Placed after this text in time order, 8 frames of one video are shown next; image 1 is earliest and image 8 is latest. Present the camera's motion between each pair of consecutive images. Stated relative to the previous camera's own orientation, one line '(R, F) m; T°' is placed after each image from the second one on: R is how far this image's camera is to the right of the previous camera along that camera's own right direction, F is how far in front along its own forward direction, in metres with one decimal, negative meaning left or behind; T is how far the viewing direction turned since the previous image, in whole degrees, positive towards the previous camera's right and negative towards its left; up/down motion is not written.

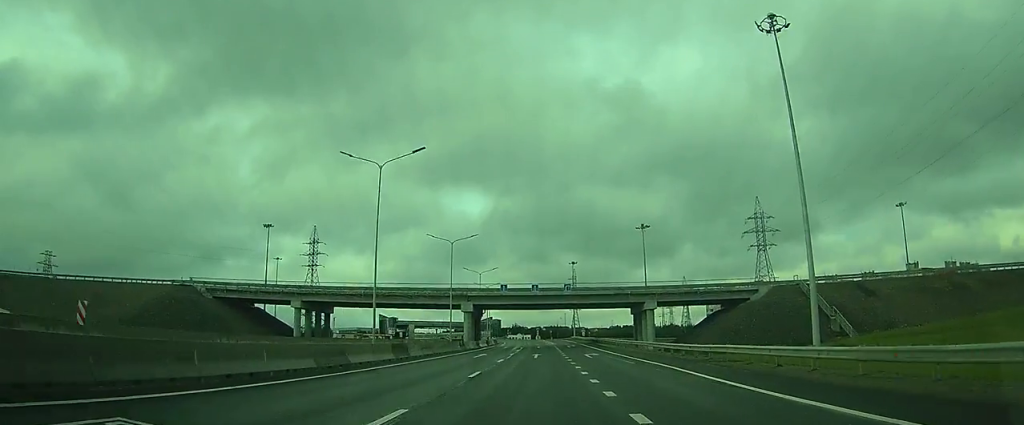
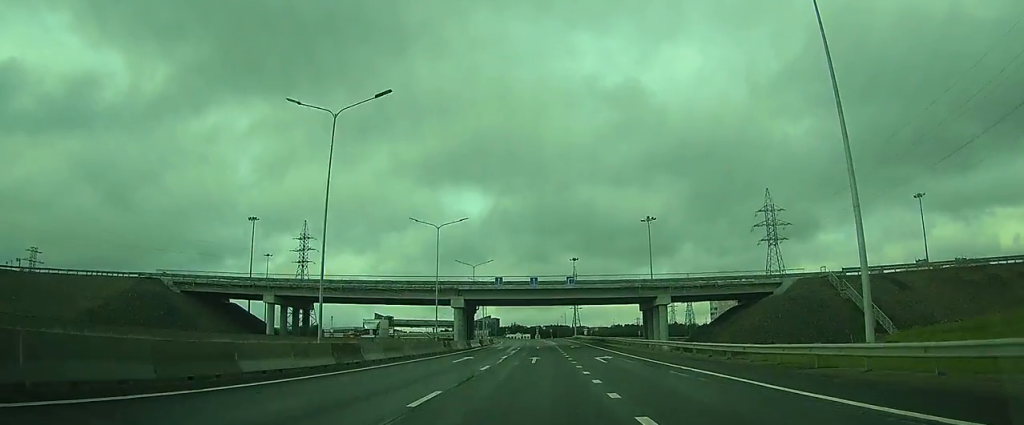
(0.0, +9.0) m; 0°
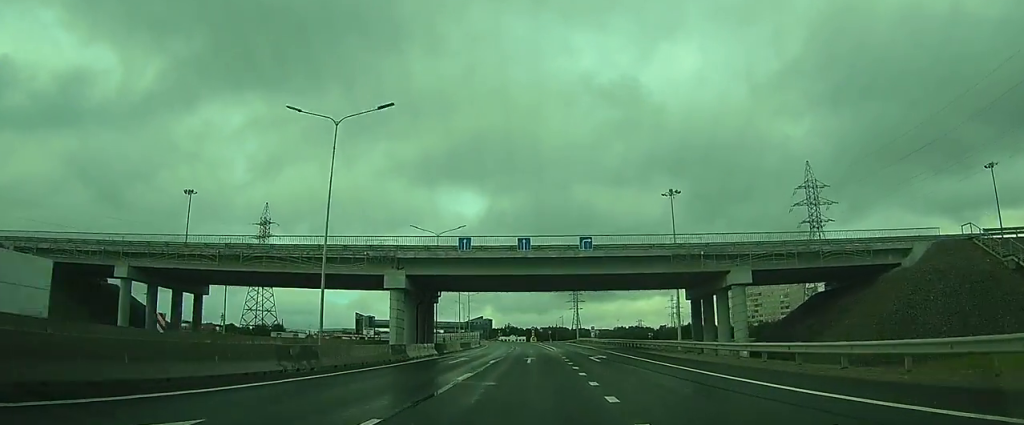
(0.0, +29.5) m; -1°
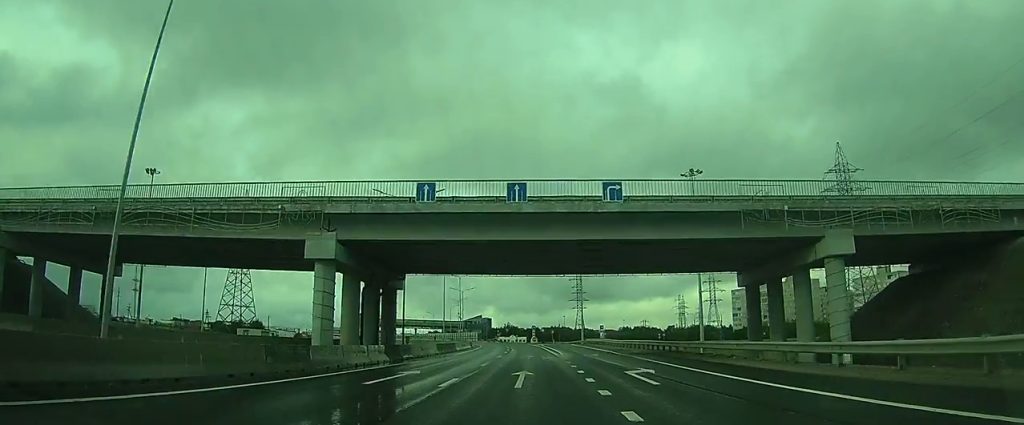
(-0.1, +15.0) m; -1°
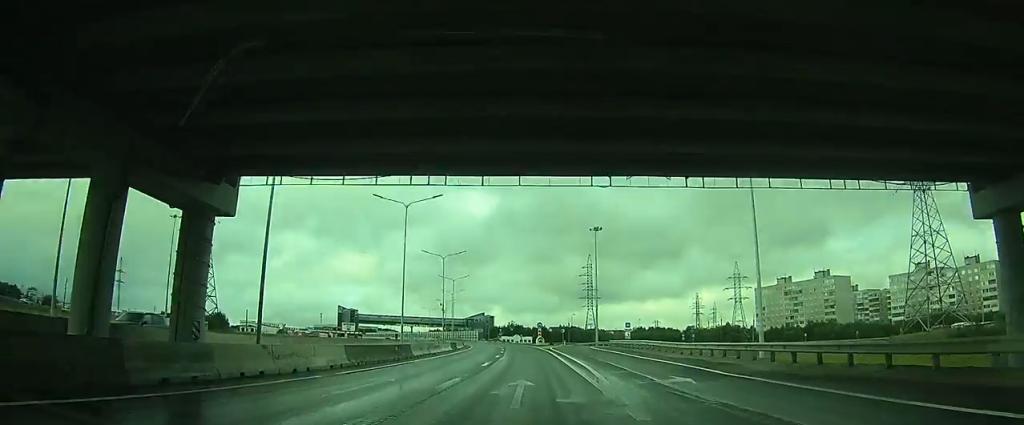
(-0.2, +24.5) m; -1°
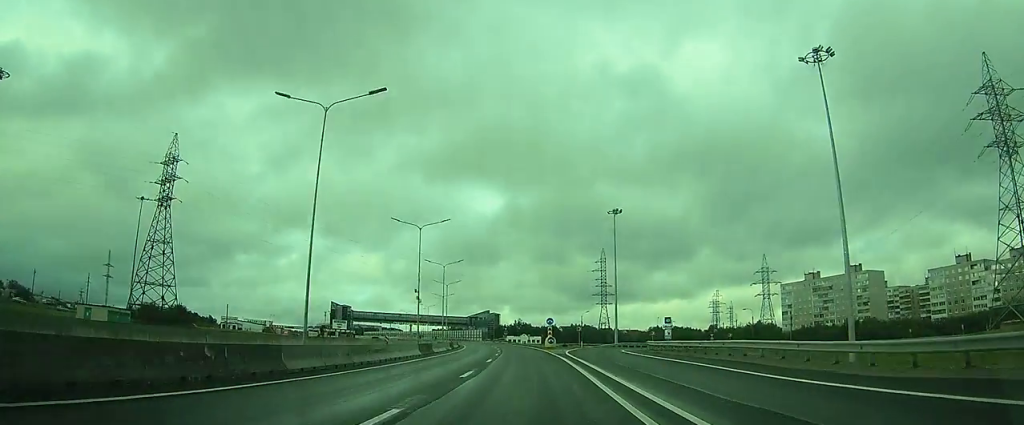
(0.0, +21.0) m; 0°
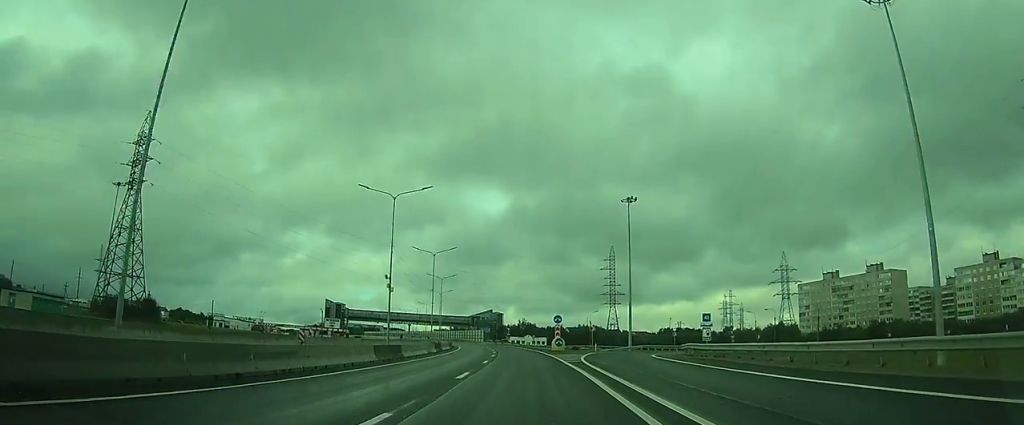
(0.0, +12.8) m; 0°
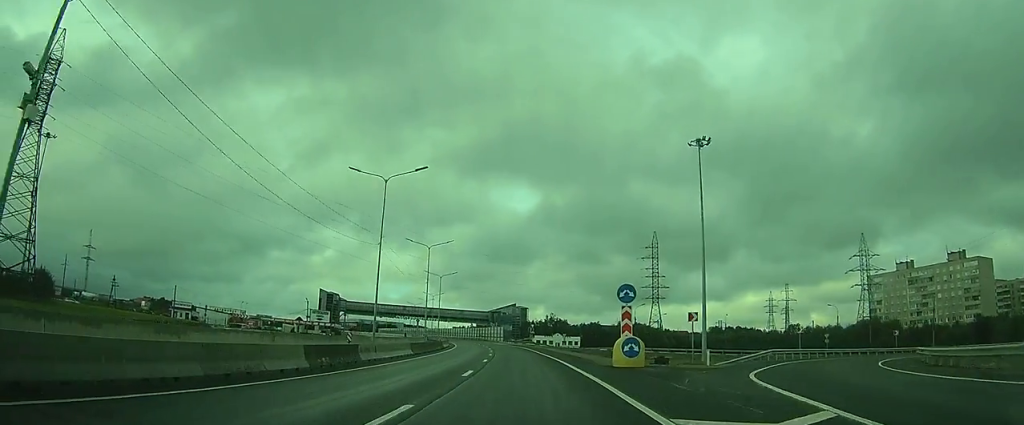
(-0.4, +35.7) m; -2°
